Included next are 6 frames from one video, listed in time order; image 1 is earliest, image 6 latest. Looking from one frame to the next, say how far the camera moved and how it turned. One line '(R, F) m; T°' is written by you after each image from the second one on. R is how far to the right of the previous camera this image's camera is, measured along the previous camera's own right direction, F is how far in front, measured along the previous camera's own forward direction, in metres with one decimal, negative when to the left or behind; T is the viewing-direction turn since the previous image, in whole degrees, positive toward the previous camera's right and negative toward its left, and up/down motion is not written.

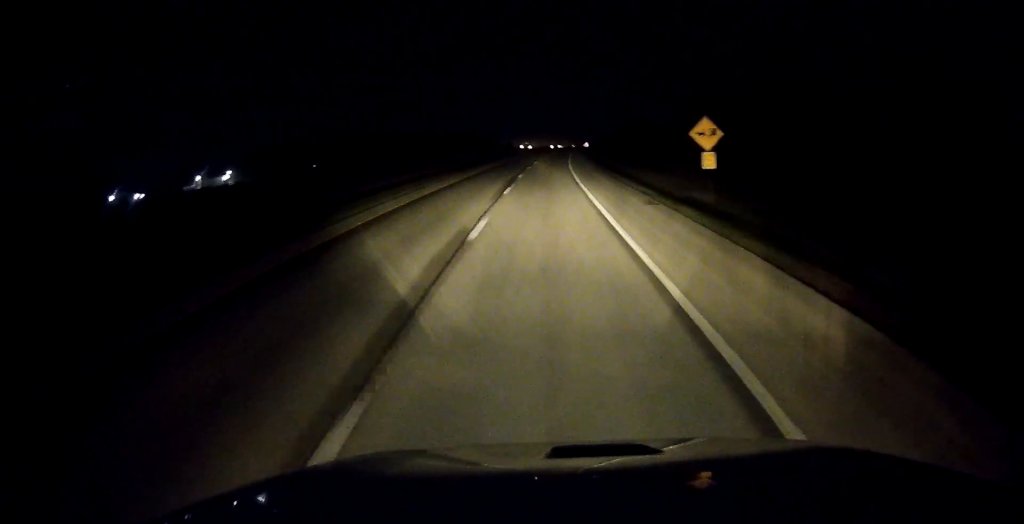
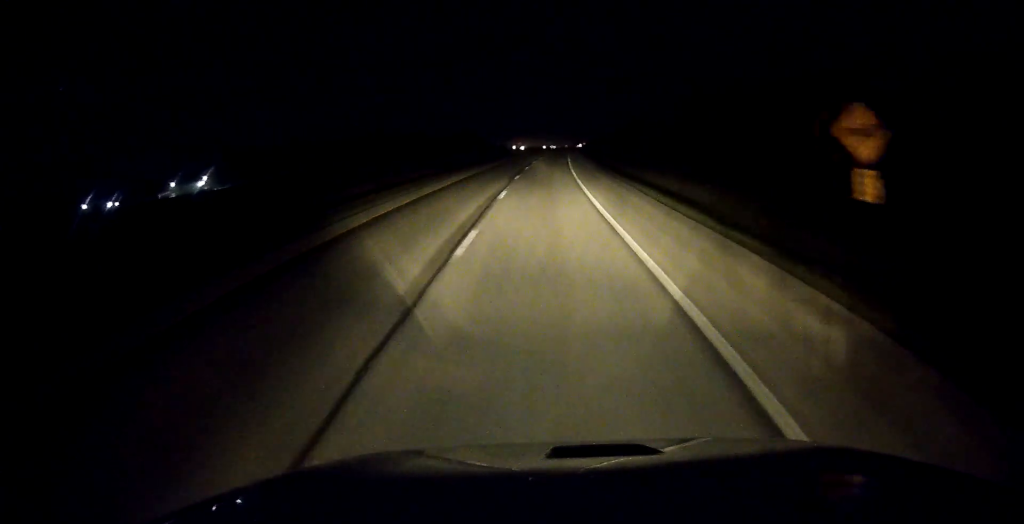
(+0.1, +14.2) m; 0°
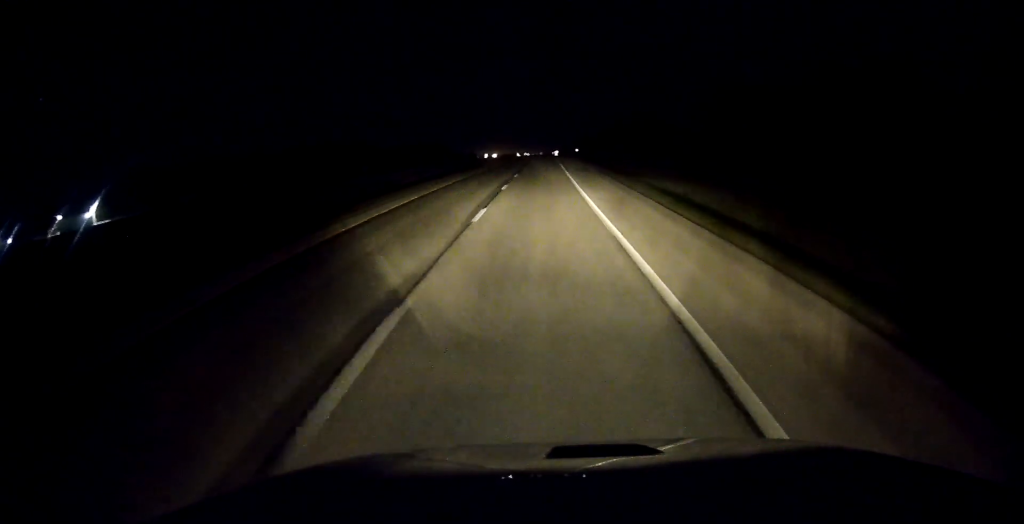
(+0.8, +54.6) m; +2°
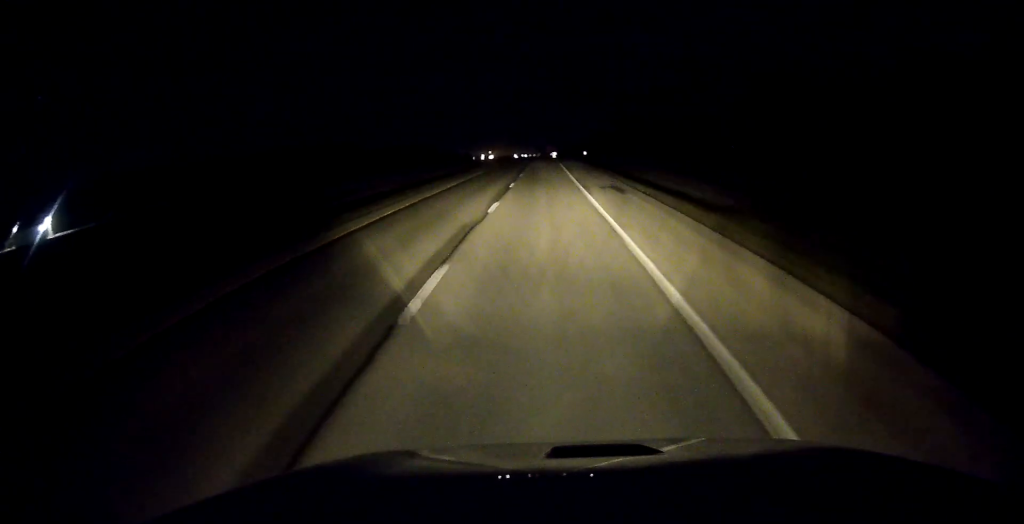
(+0.2, +21.2) m; 0°
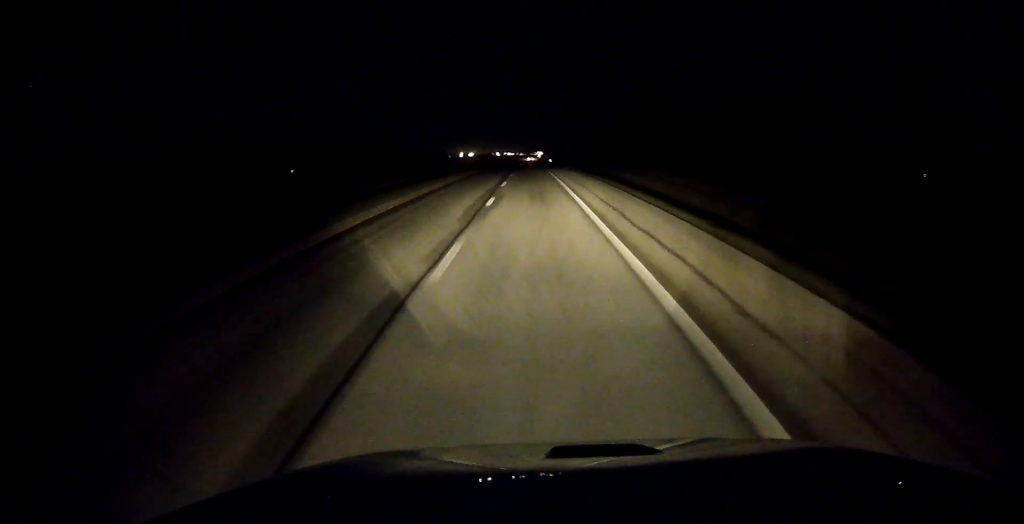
(+0.1, +81.8) m; 0°
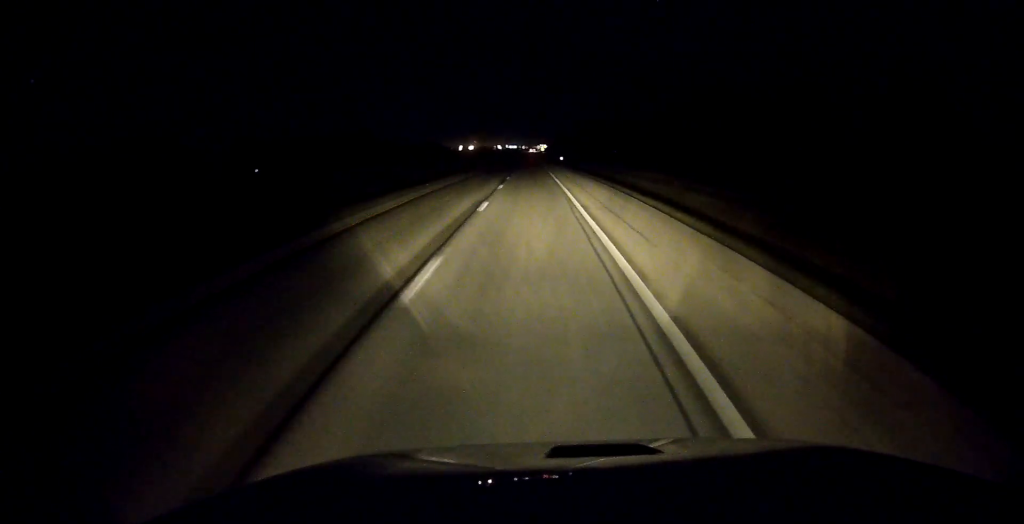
(+0.1, +49.6) m; 0°
